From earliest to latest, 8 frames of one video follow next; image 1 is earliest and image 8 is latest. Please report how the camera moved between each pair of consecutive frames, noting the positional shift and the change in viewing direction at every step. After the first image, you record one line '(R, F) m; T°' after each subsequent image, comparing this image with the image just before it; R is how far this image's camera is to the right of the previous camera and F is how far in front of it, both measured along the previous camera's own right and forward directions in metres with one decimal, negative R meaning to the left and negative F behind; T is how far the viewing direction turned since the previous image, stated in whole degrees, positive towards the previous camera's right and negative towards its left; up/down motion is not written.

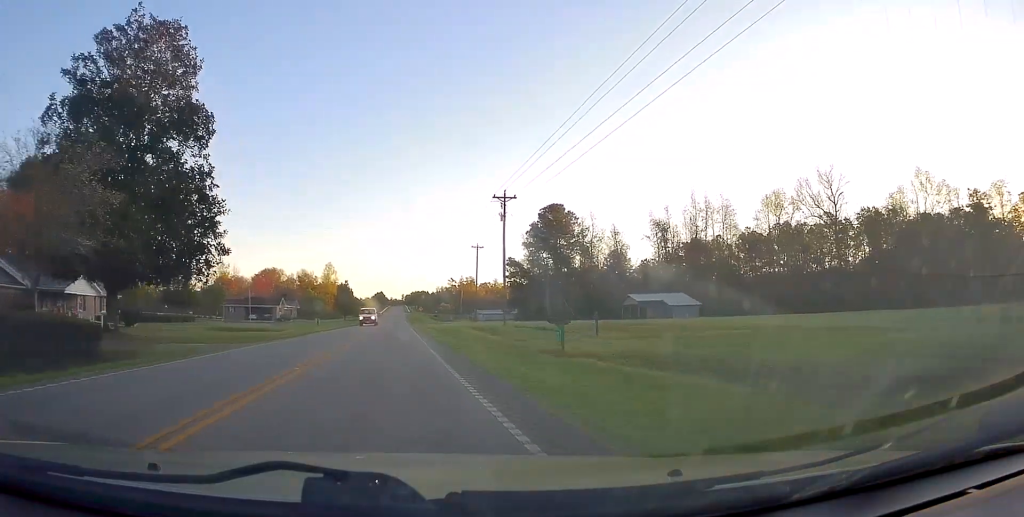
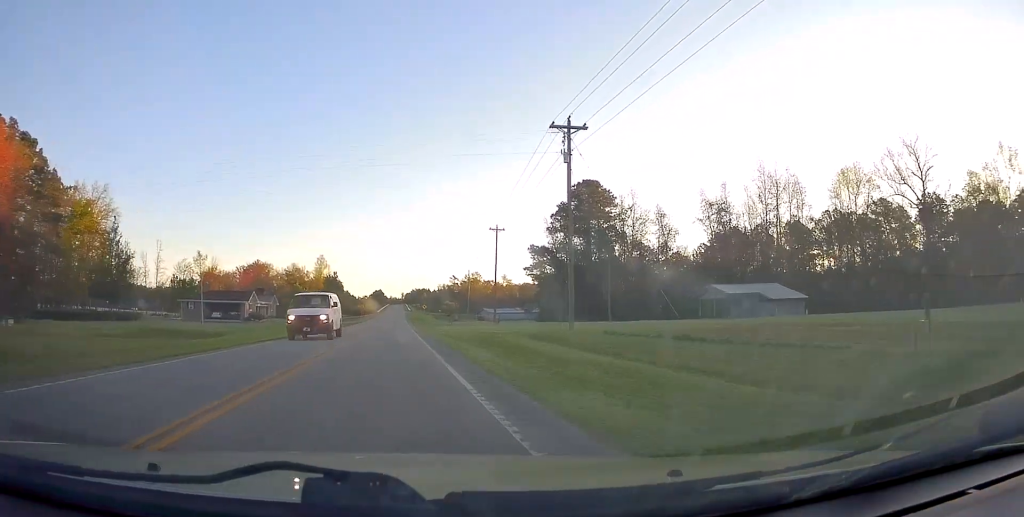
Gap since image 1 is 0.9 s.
(-0.3, +22.7) m; 0°
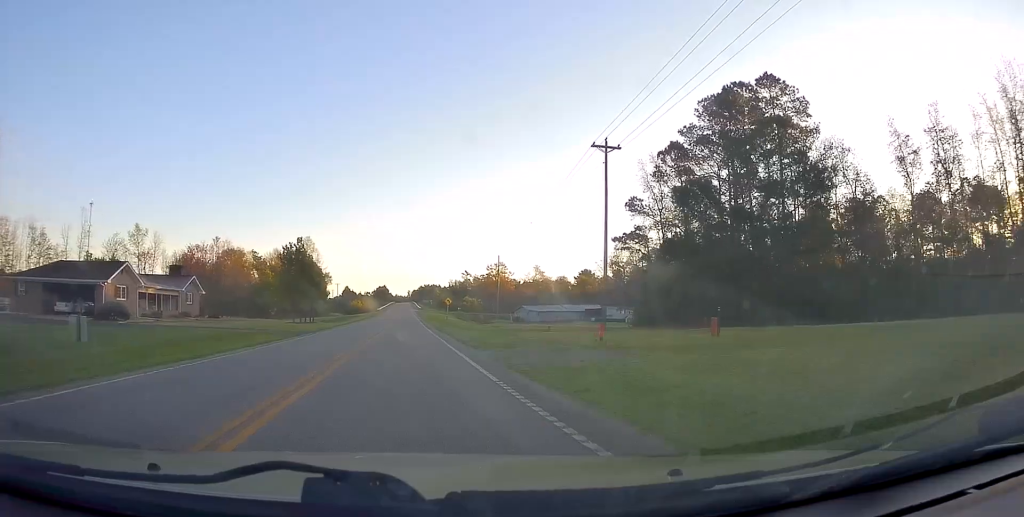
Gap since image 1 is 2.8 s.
(+0.1, +46.3) m; 0°
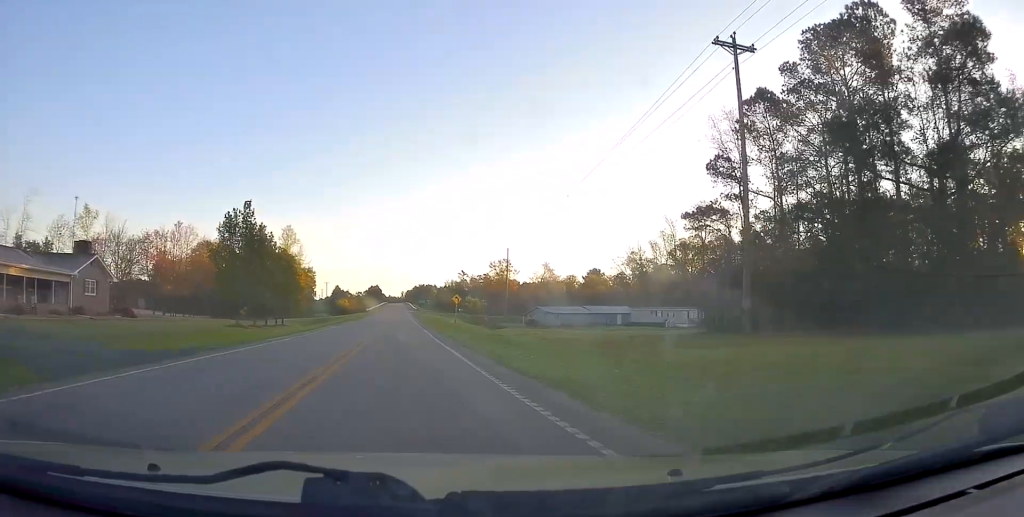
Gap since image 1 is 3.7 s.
(+0.1, +20.1) m; 0°
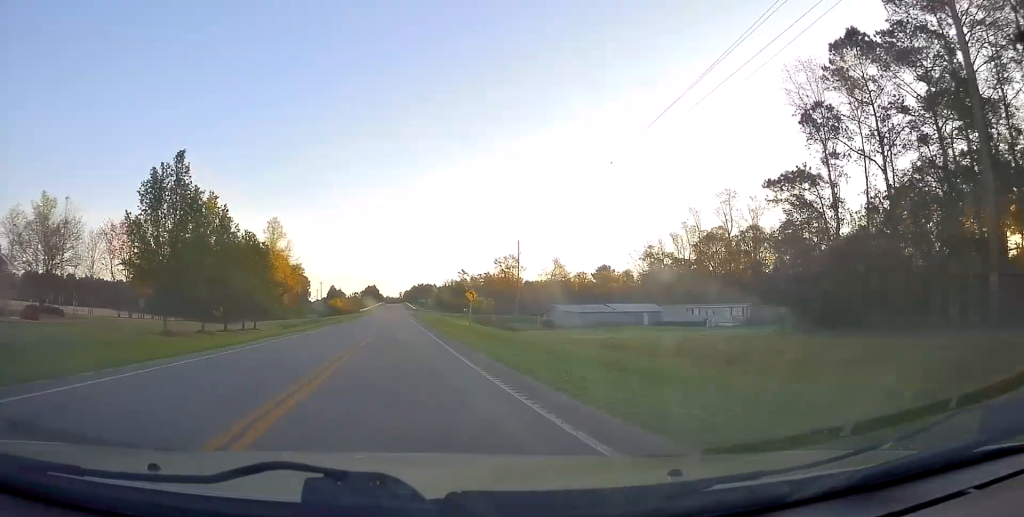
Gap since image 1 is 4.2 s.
(+0.2, +13.6) m; 0°
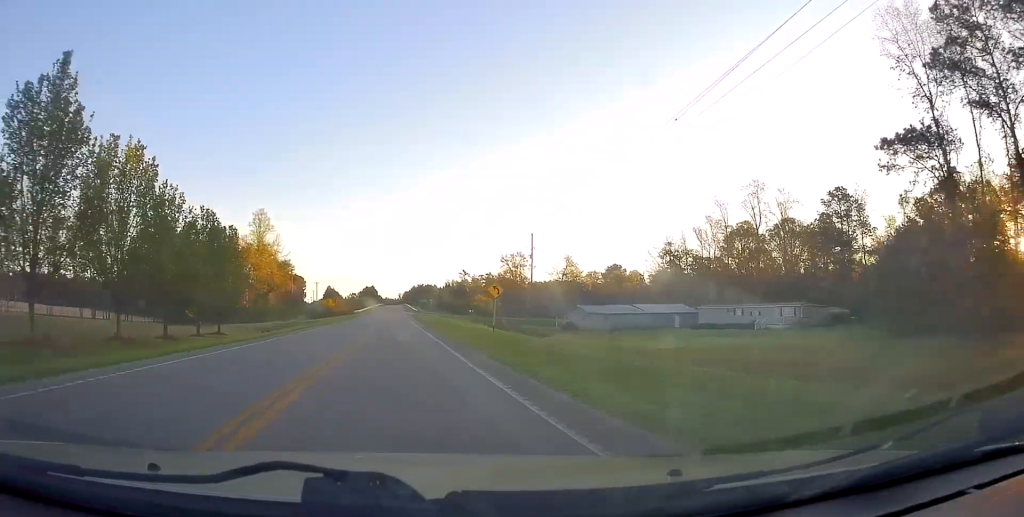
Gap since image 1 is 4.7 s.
(-0.2, +12.1) m; 0°
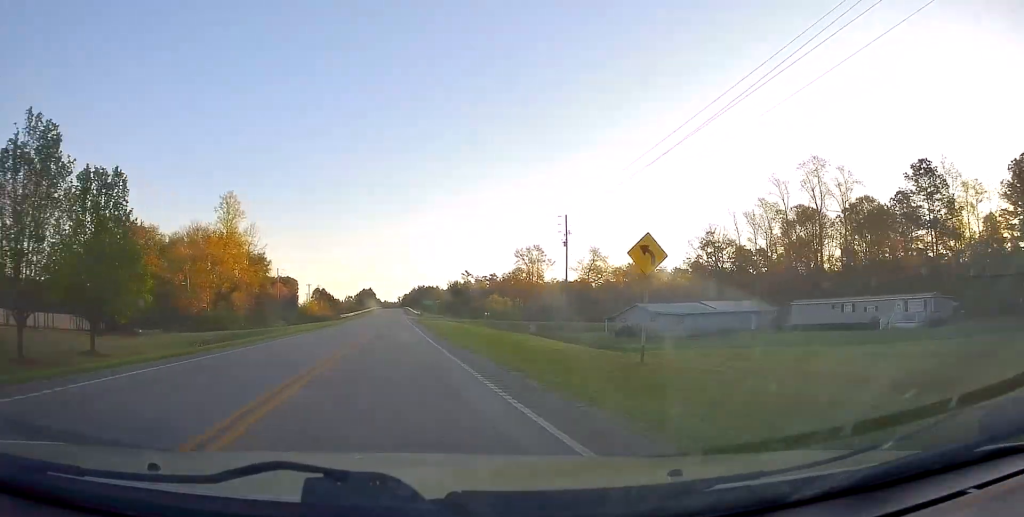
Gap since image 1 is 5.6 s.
(0.0, +21.4) m; 0°
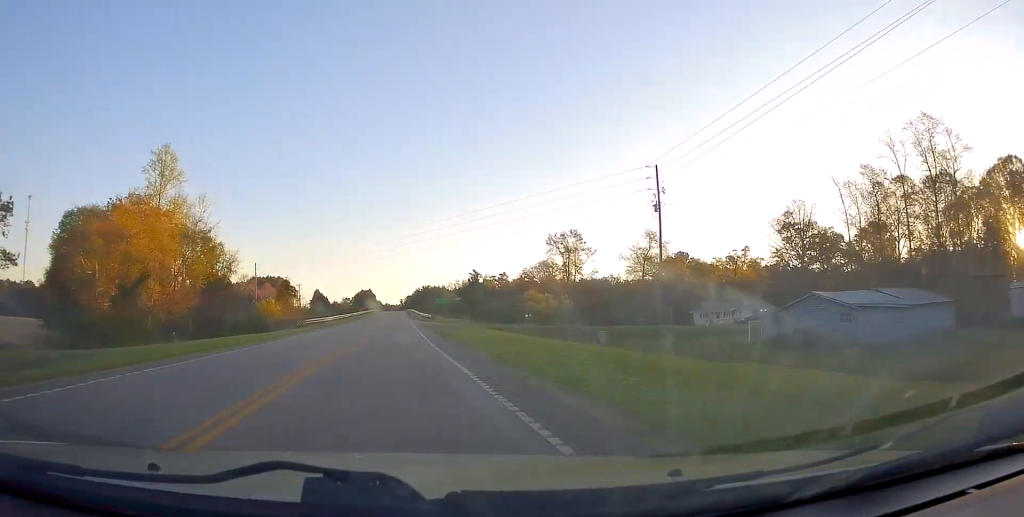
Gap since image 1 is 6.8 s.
(+0.3, +28.9) m; +1°
